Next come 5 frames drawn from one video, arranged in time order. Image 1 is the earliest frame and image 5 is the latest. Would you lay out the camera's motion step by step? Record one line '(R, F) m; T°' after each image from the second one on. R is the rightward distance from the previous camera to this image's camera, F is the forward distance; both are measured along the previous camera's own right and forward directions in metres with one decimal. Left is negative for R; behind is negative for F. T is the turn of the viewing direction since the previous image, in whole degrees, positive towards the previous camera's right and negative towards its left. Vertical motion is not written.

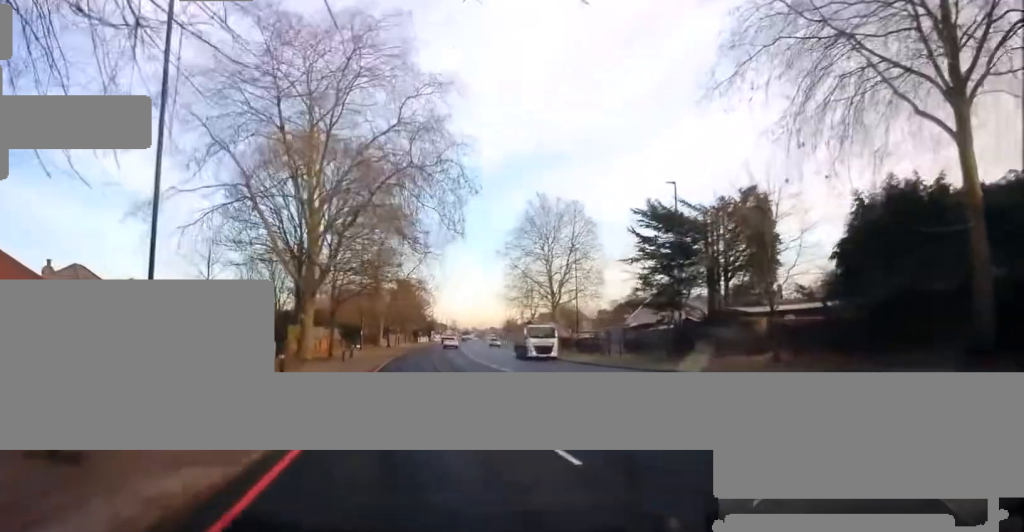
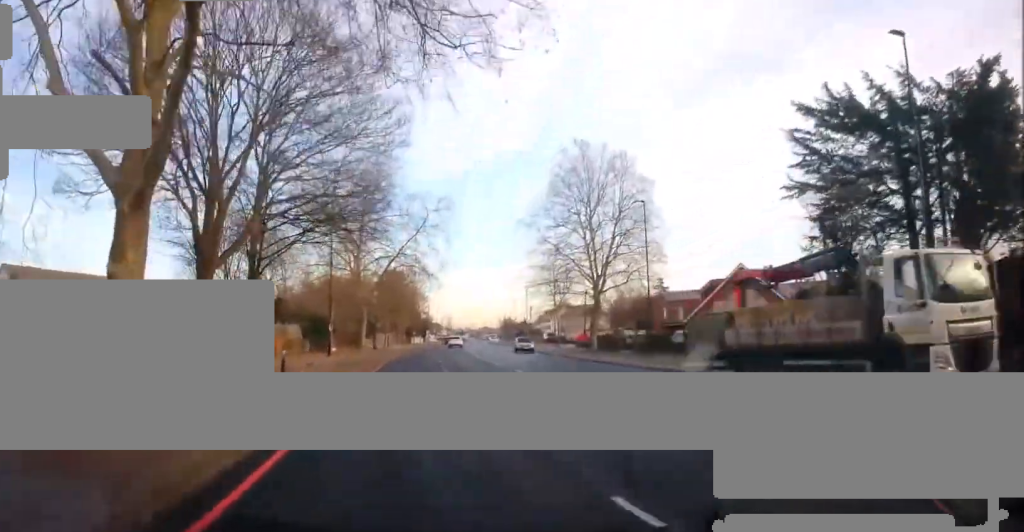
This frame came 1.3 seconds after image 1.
(+0.6, +21.4) m; +2°
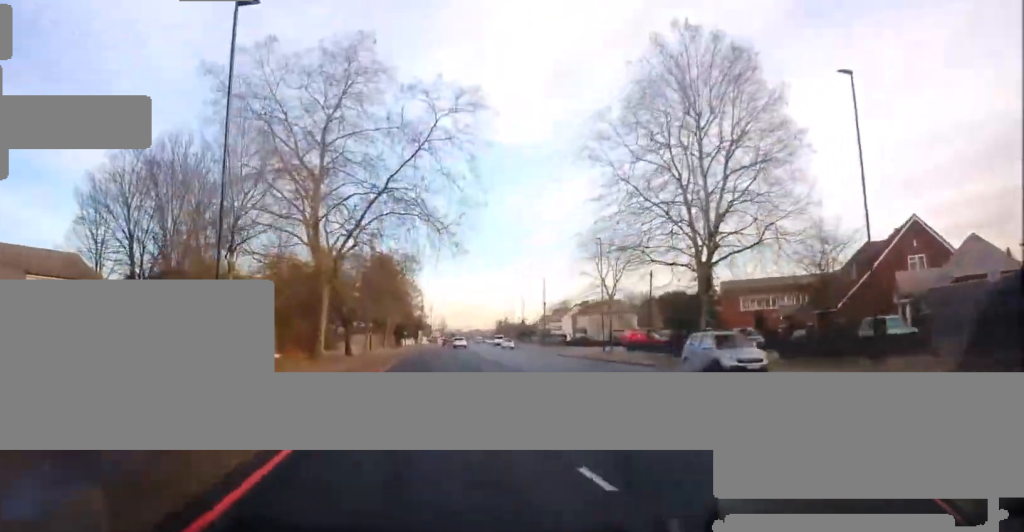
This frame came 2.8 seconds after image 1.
(-0.1, +24.3) m; +1°
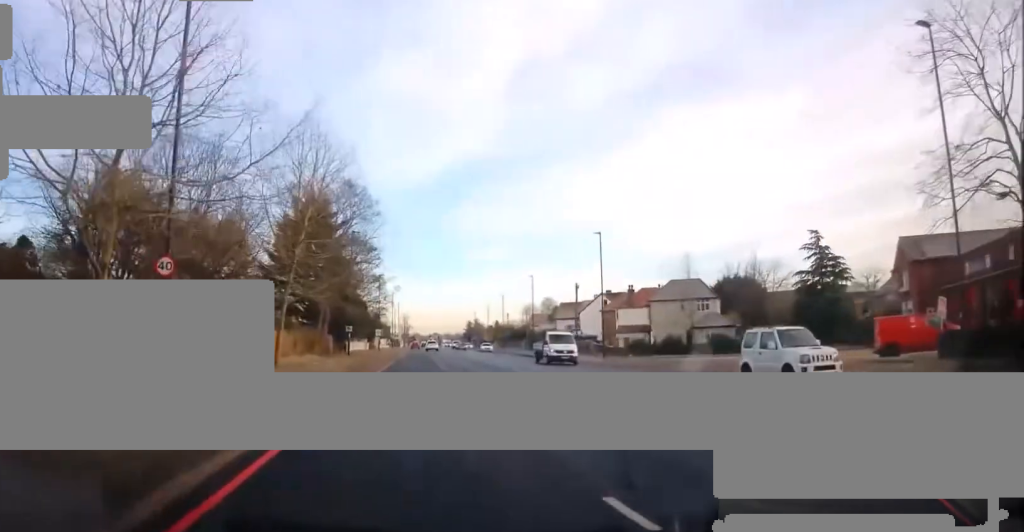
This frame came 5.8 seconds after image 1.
(+2.2, +45.6) m; +5°
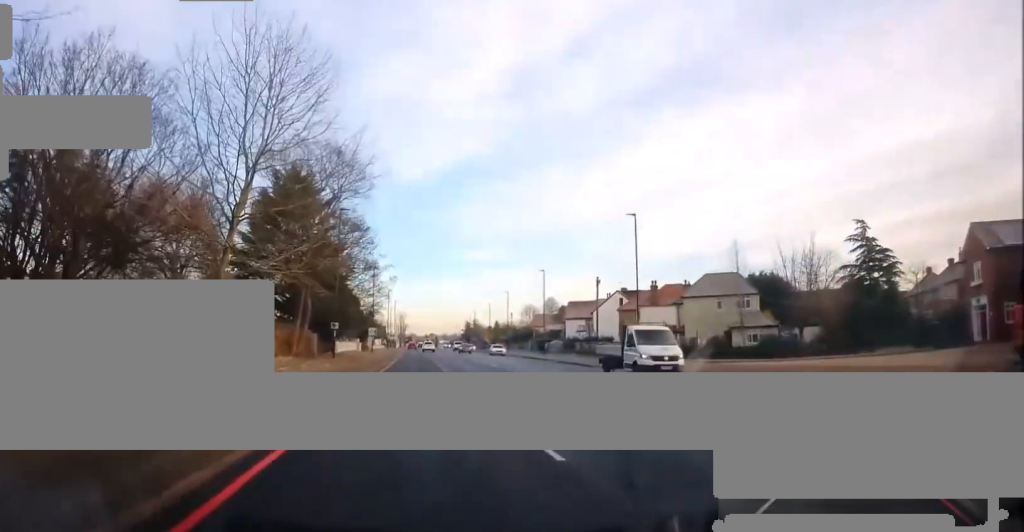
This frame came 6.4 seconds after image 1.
(0.0, +9.2) m; +1°
